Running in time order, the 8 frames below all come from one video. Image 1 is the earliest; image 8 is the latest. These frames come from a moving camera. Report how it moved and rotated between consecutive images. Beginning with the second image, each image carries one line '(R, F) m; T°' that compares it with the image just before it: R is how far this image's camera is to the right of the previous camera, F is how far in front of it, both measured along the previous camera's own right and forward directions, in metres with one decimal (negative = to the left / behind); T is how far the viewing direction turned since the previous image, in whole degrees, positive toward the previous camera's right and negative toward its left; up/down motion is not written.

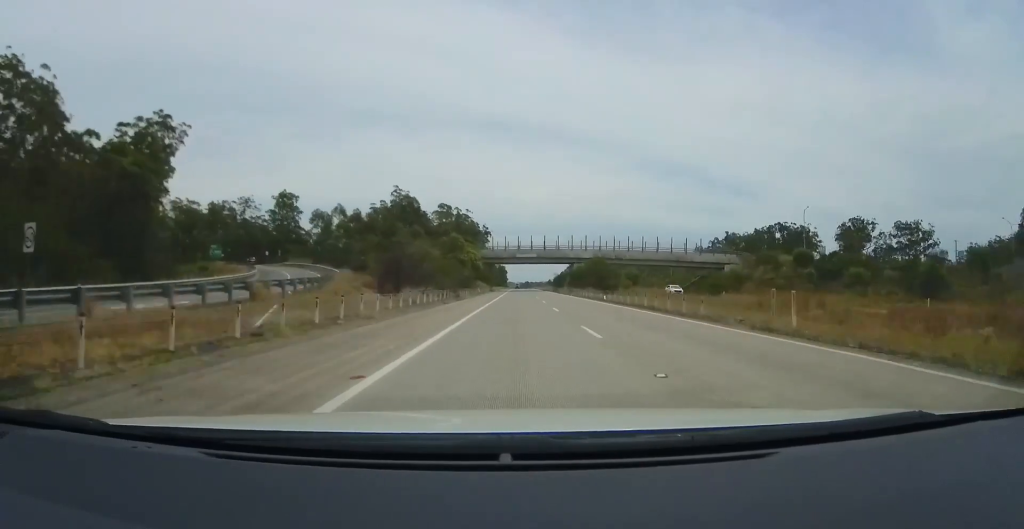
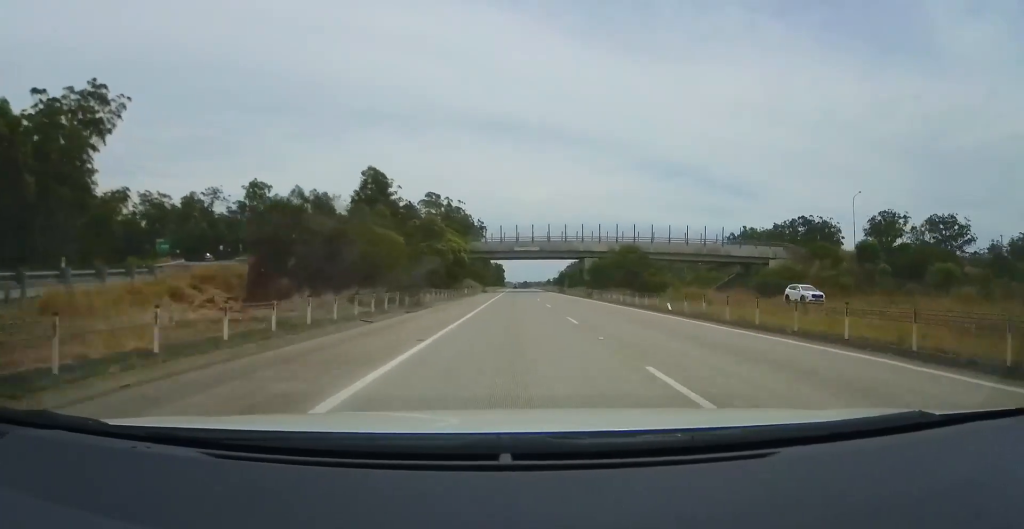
(+0.2, +19.6) m; +1°
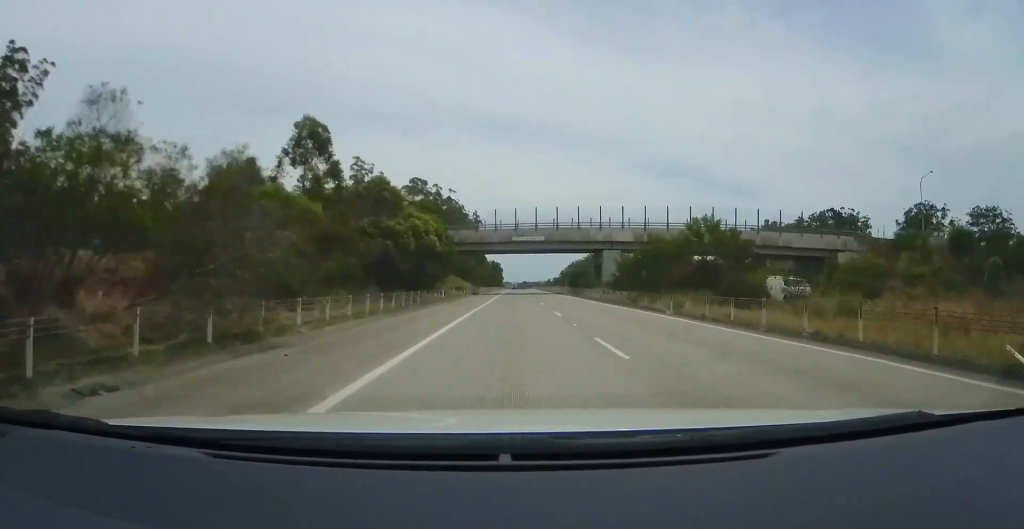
(+0.1, +18.9) m; 0°
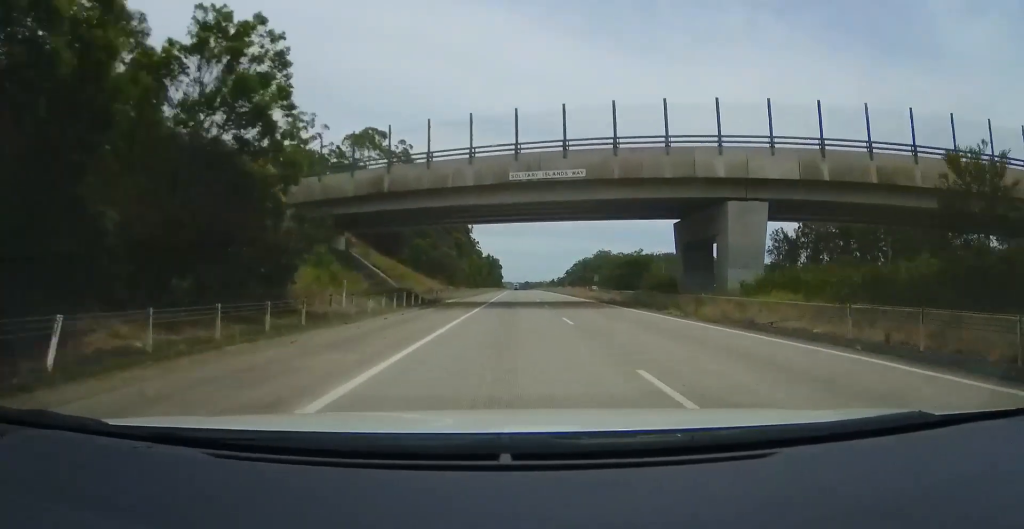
(0.0, +36.4) m; 0°
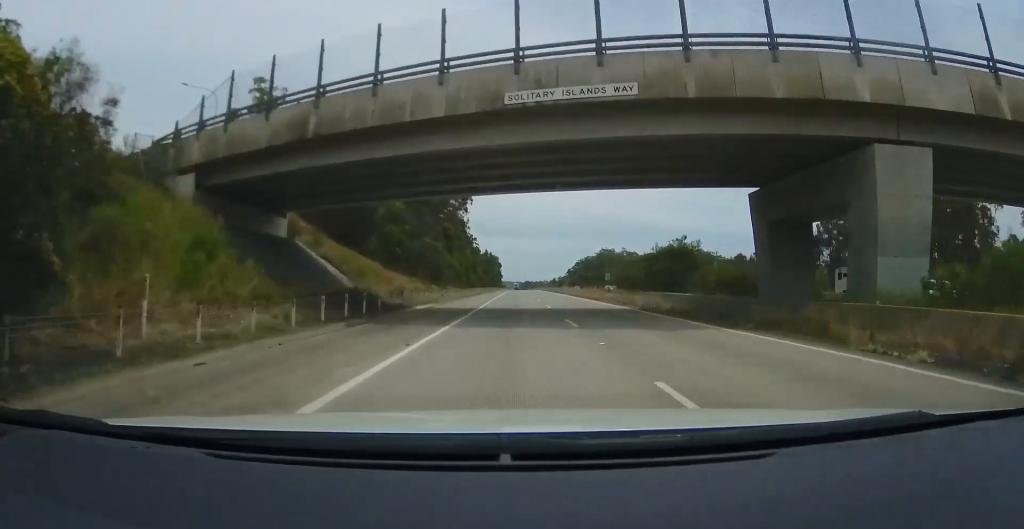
(0.0, +11.6) m; 0°
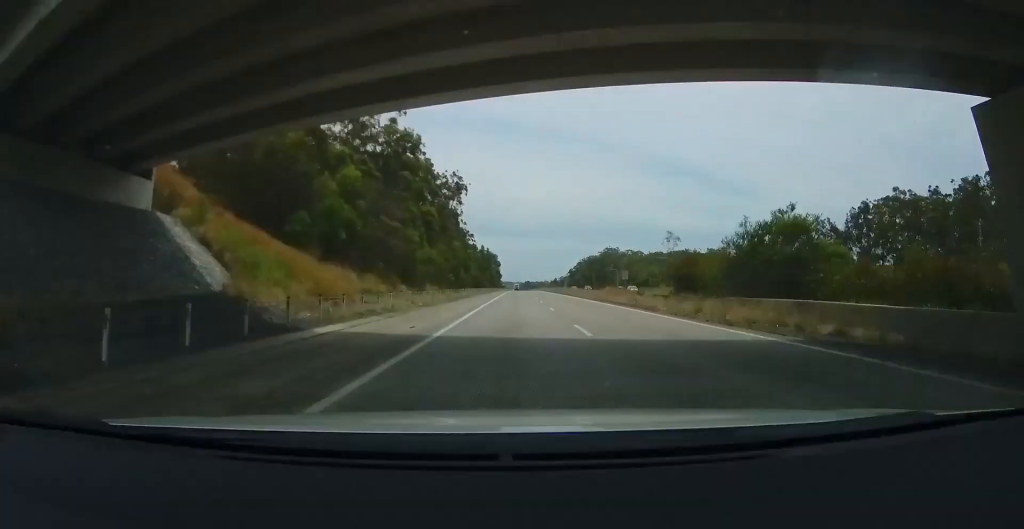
(-0.1, +12.7) m; 0°
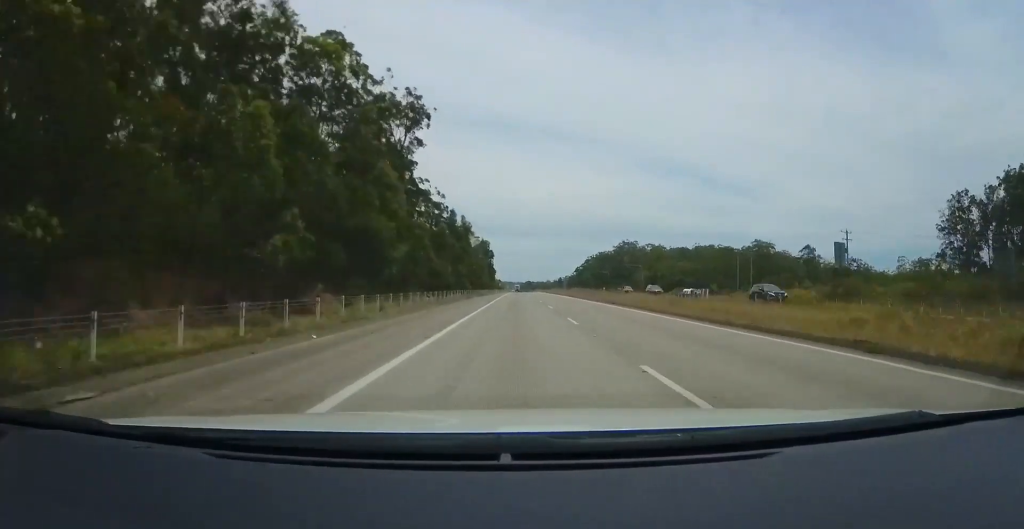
(+0.6, +58.4) m; 0°
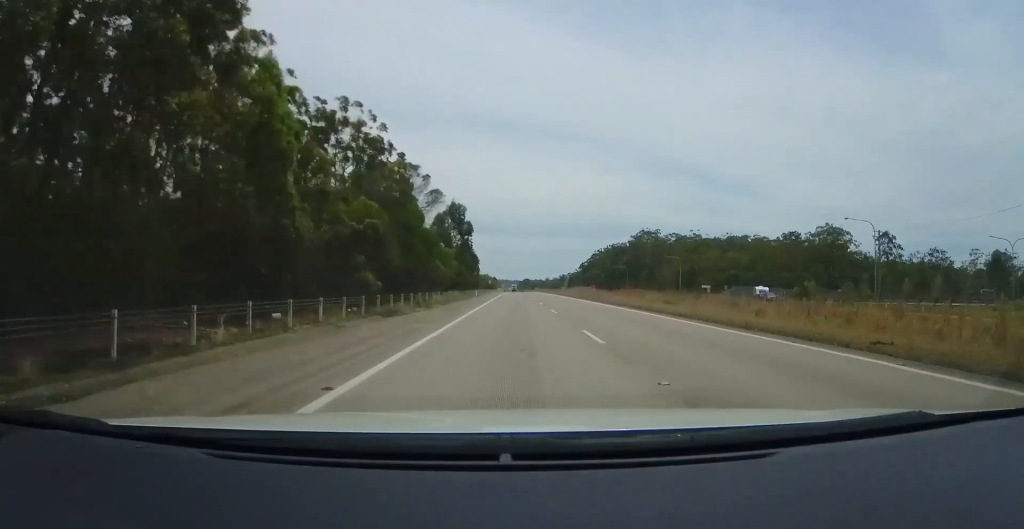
(-0.9, +58.4) m; -1°
